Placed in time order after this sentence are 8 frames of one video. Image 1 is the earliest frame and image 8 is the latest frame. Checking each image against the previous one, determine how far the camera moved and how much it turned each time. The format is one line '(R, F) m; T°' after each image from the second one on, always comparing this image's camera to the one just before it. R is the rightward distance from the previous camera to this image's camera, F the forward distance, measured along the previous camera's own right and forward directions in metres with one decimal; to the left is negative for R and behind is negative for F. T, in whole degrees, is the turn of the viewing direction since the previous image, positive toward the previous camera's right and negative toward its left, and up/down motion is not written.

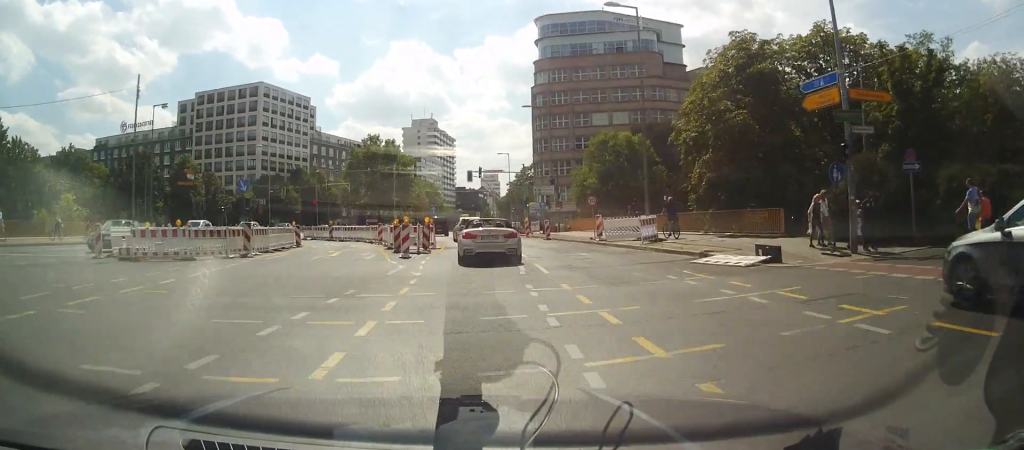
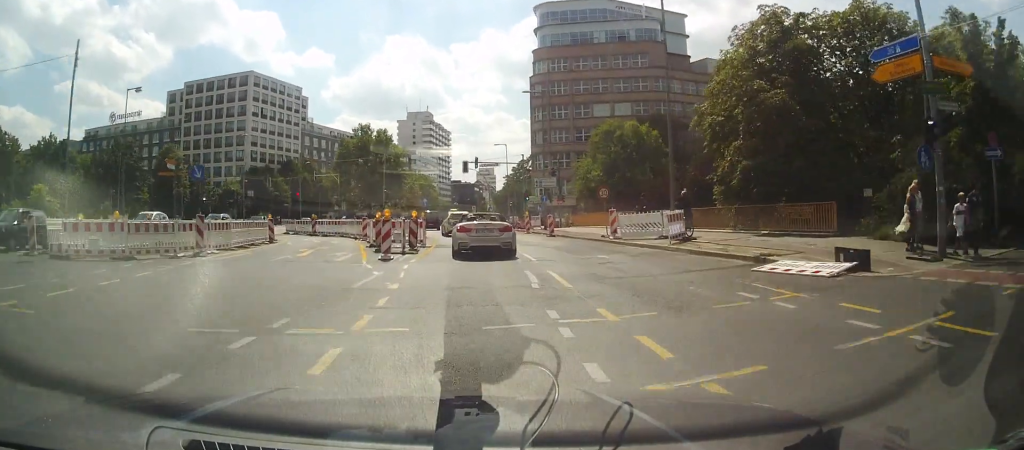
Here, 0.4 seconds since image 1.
(0.0, +3.9) m; 0°
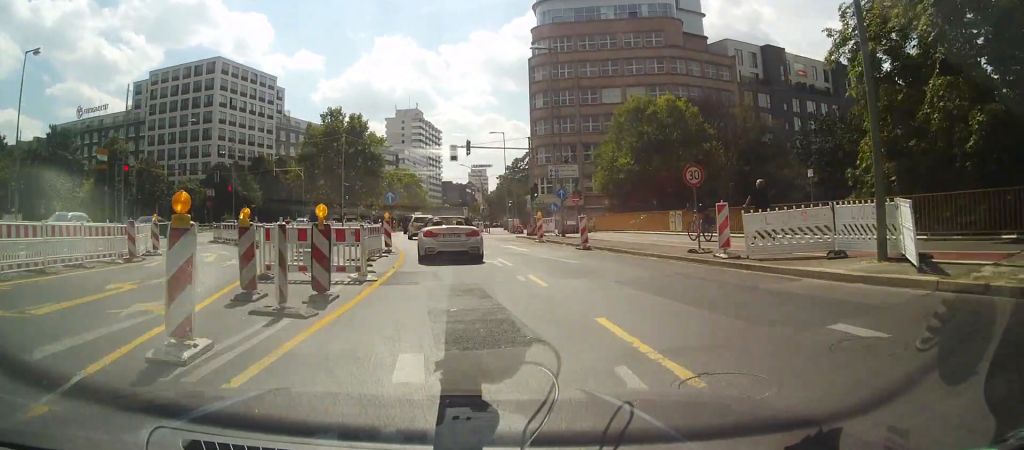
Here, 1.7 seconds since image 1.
(-0.1, +12.9) m; -1°
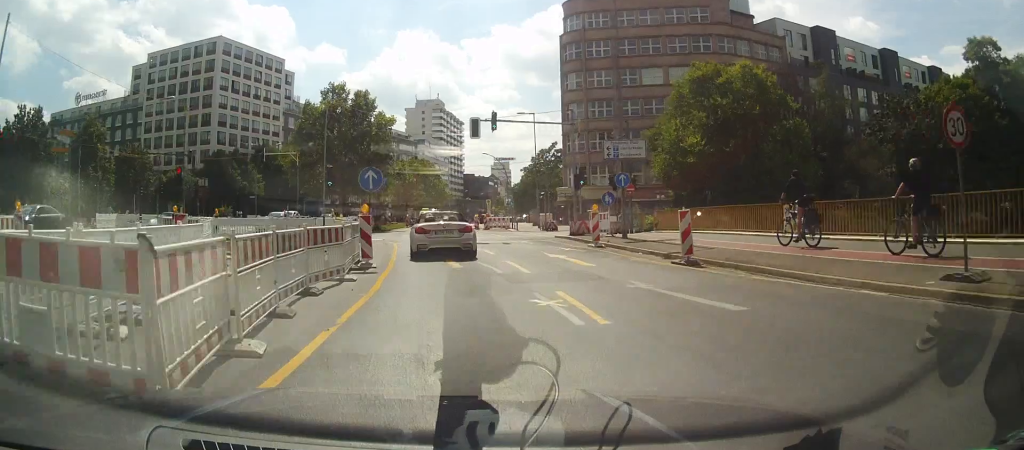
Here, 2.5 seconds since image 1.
(-0.1, +9.2) m; -1°
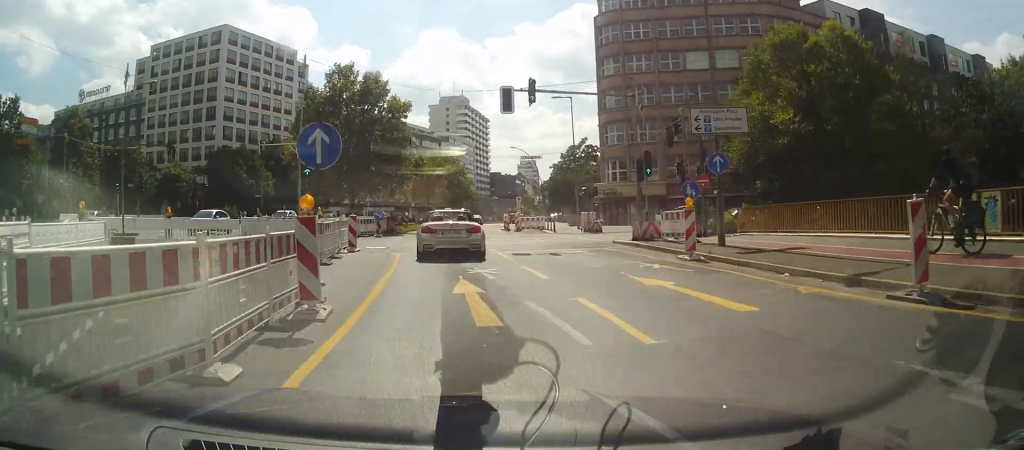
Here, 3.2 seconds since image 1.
(-0.1, +7.2) m; -1°
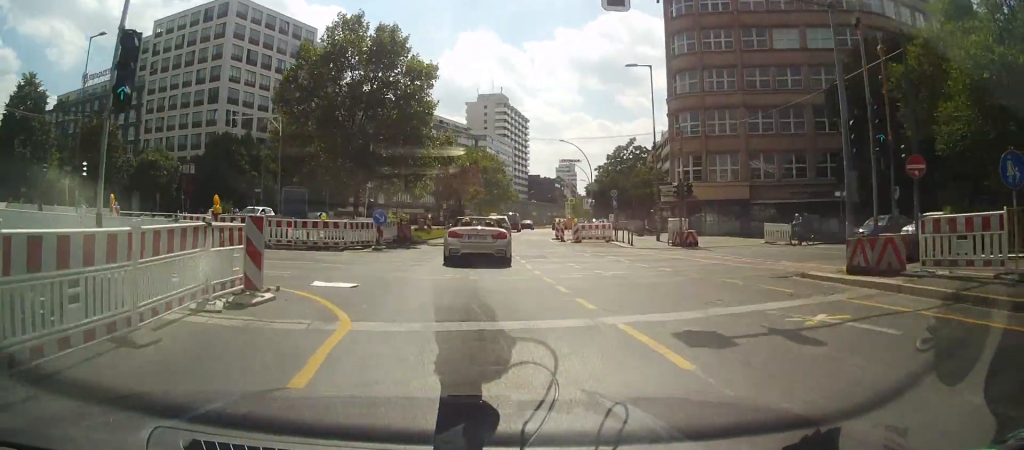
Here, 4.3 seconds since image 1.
(-0.3, +12.2) m; -2°
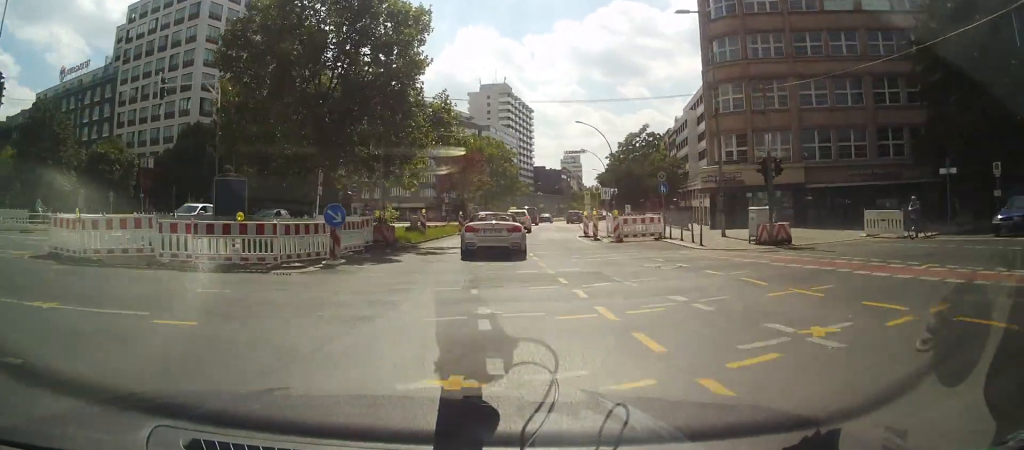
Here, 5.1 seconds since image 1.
(-0.1, +9.1) m; -1°
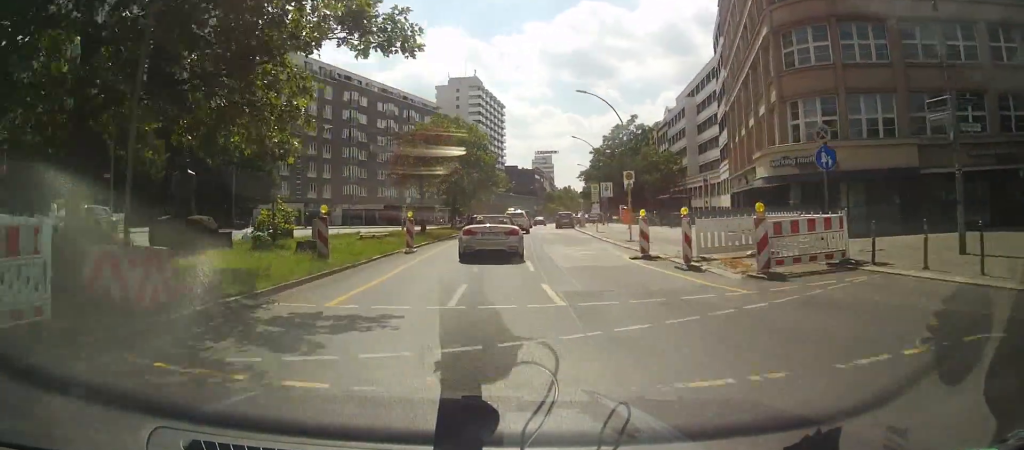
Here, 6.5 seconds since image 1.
(0.0, +16.7) m; +2°
